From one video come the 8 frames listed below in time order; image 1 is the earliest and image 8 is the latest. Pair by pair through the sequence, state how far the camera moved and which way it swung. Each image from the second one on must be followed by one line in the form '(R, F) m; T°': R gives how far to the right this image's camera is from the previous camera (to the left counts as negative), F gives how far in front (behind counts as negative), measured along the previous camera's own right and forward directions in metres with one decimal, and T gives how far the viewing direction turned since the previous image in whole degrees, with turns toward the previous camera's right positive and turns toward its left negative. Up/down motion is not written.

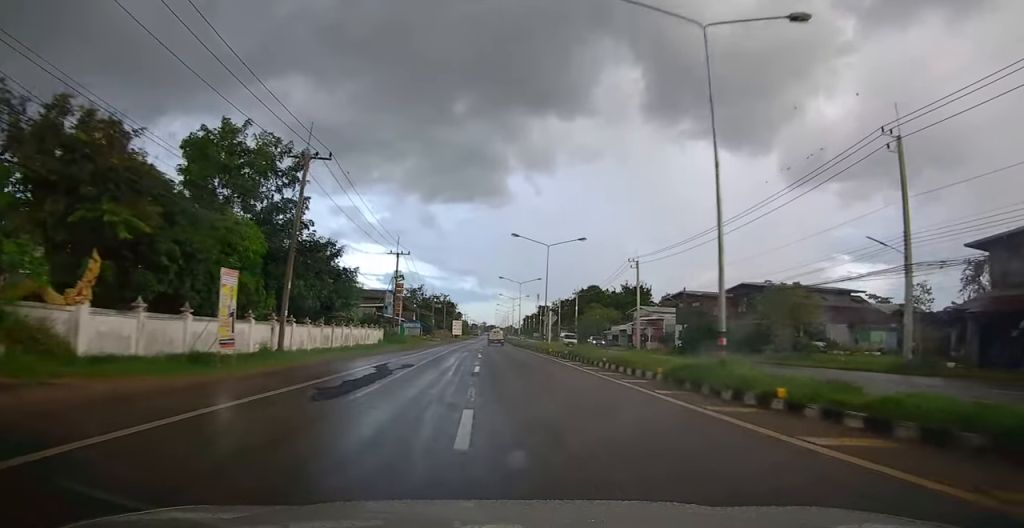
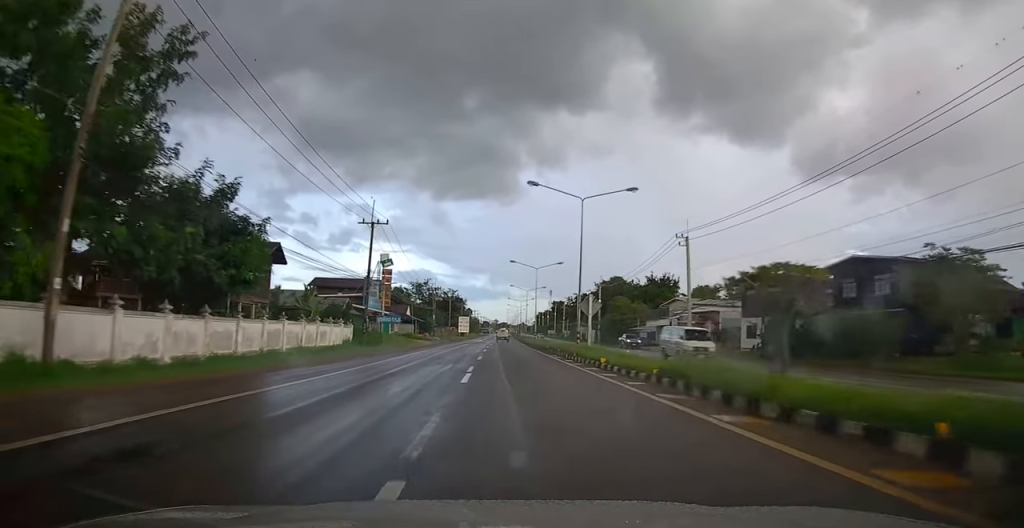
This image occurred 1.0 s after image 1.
(-0.4, +16.5) m; -2°
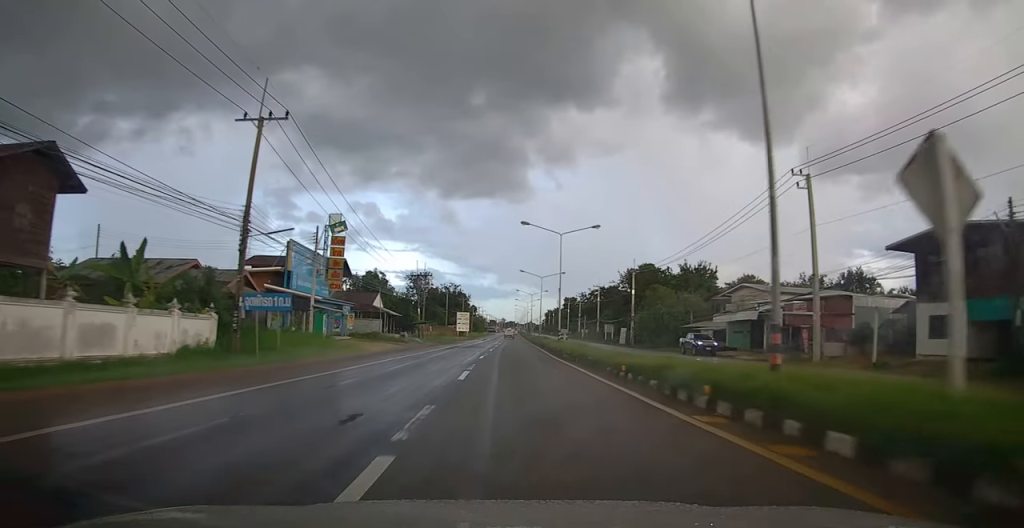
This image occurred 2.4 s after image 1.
(+0.1, +22.9) m; -1°
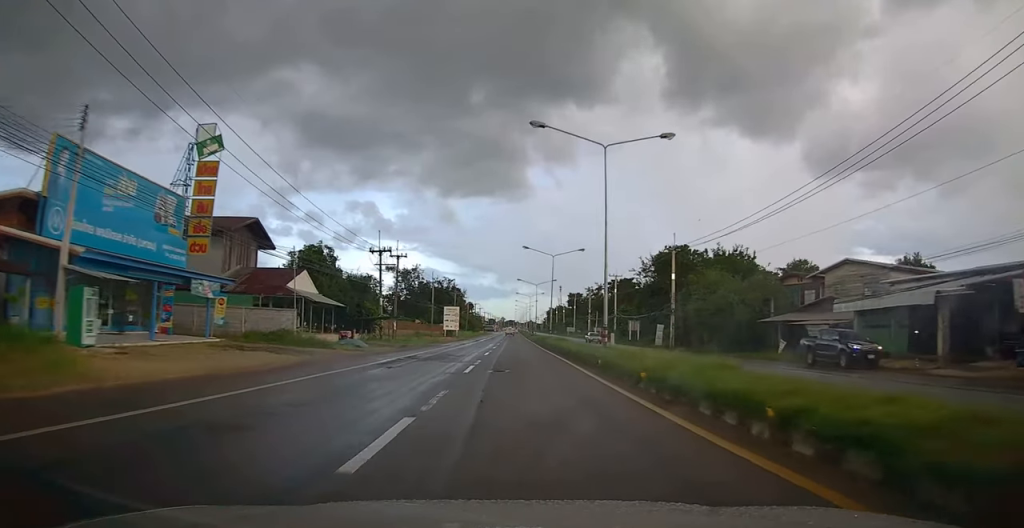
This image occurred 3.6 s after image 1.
(-0.8, +21.3) m; -1°
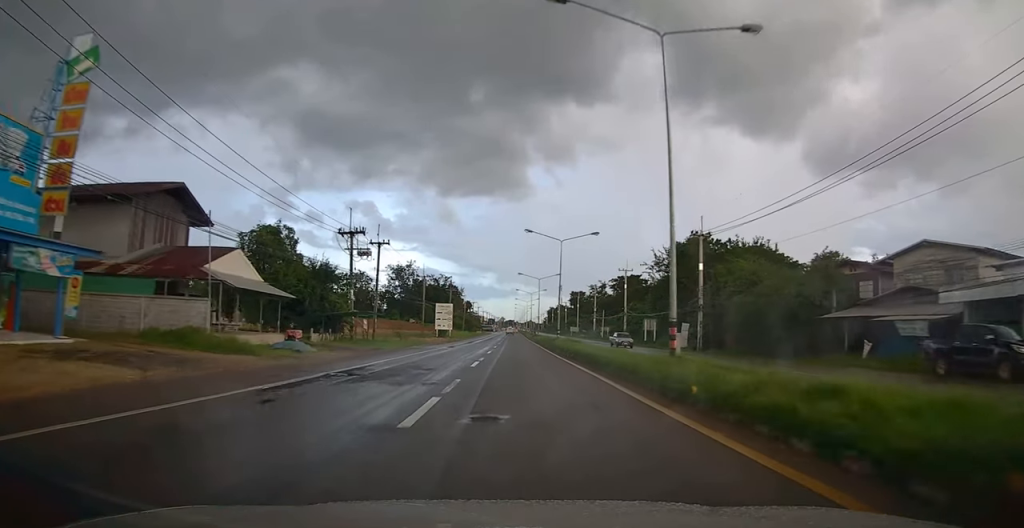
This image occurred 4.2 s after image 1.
(+0.3, +9.8) m; +1°
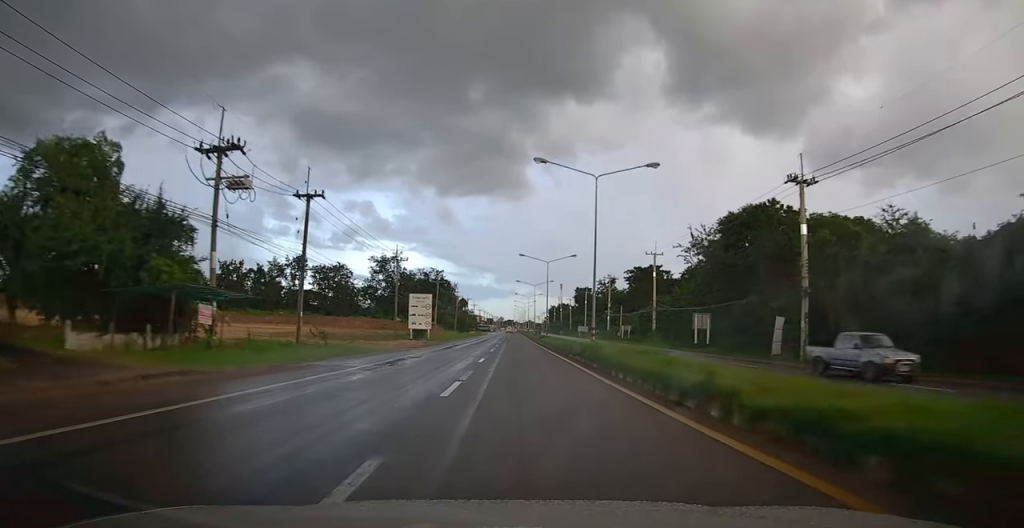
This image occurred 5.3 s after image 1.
(+0.1, +20.7) m; 0°
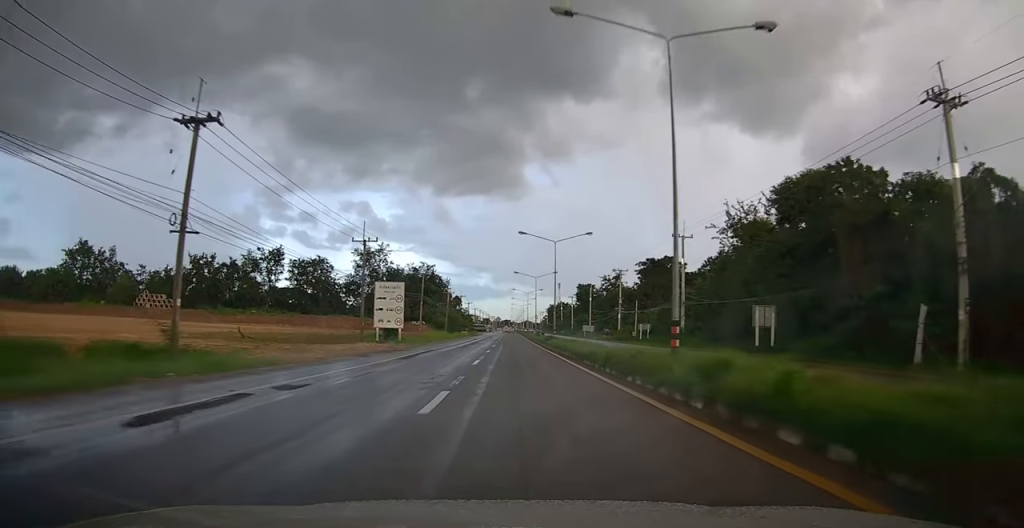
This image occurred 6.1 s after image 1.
(0.0, +14.2) m; 0°
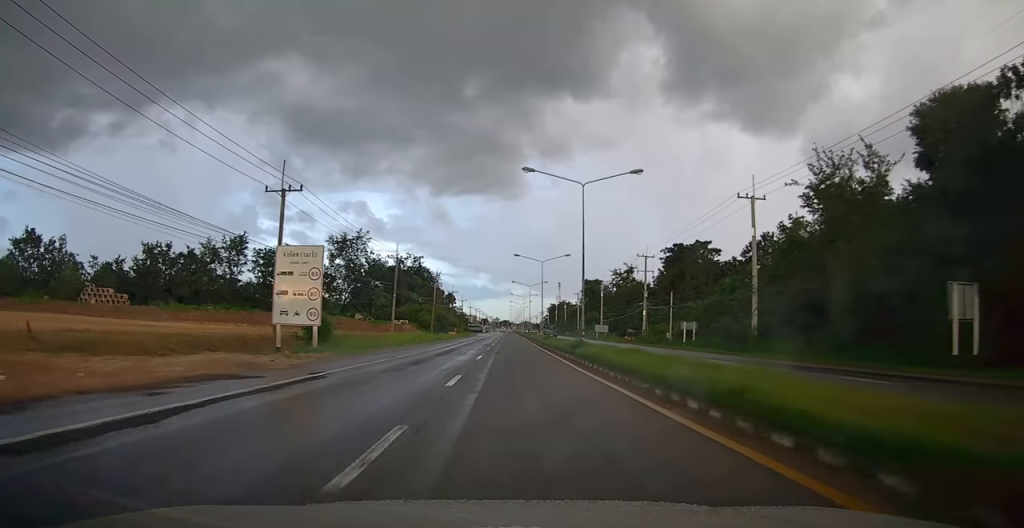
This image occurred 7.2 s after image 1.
(-0.2, +19.8) m; -1°
